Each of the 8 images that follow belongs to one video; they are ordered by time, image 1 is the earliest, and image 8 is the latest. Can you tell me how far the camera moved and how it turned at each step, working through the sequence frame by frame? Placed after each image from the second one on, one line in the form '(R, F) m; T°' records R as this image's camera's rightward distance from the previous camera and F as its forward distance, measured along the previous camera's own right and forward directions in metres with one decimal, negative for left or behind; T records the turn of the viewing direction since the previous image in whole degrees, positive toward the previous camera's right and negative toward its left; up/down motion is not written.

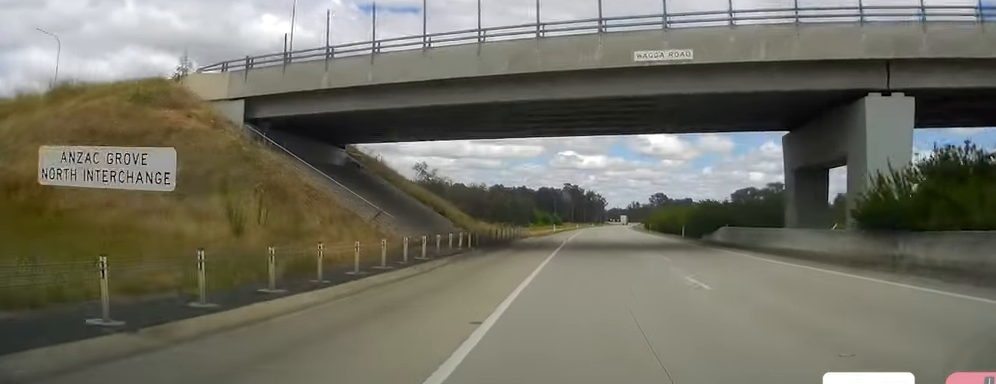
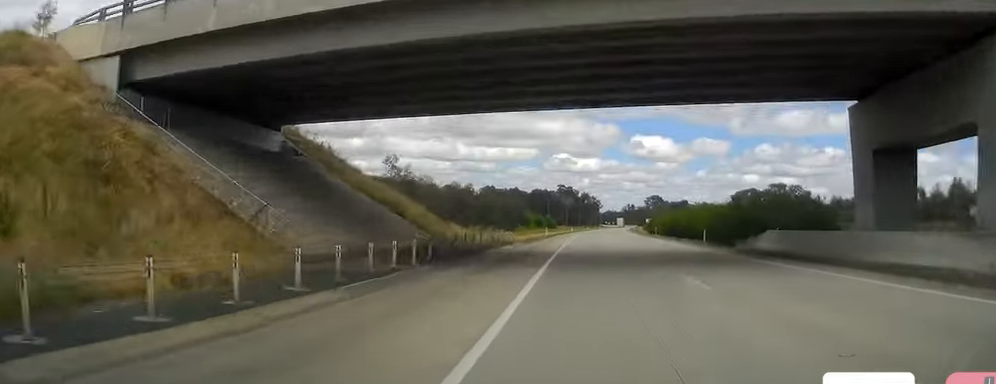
(0.0, +11.5) m; +1°
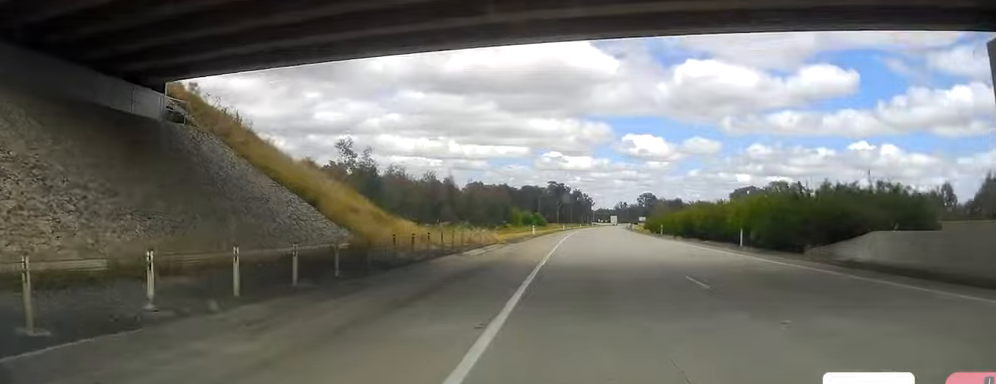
(-0.1, +12.4) m; +1°
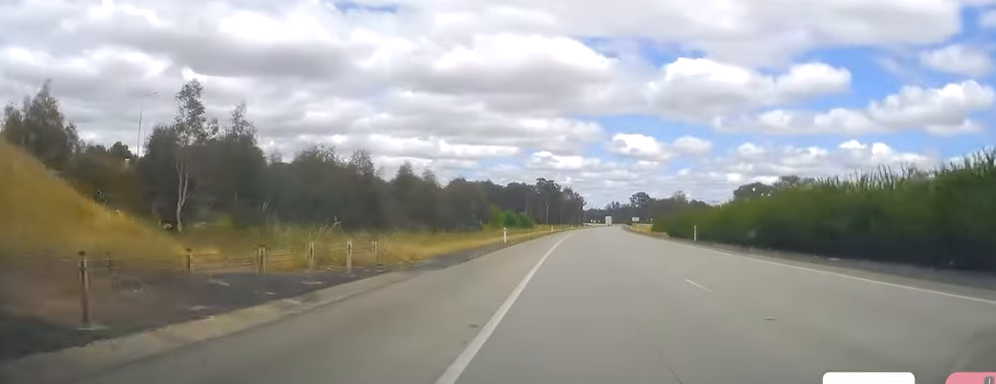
(+0.5, +24.0) m; +1°
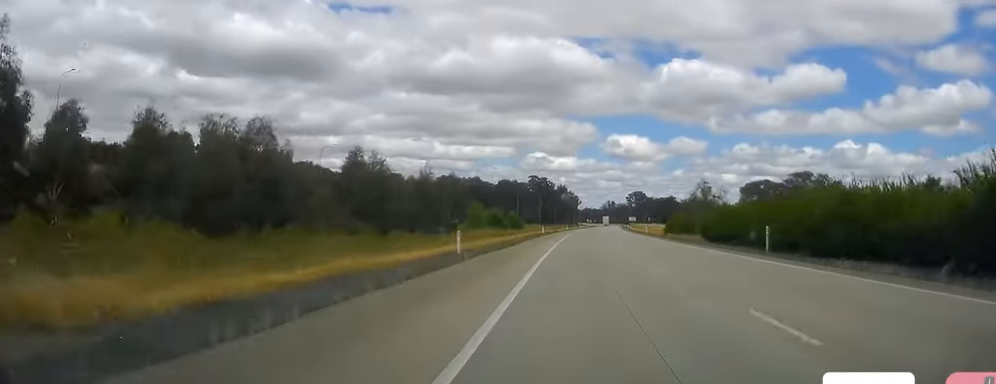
(0.0, +19.1) m; +1°
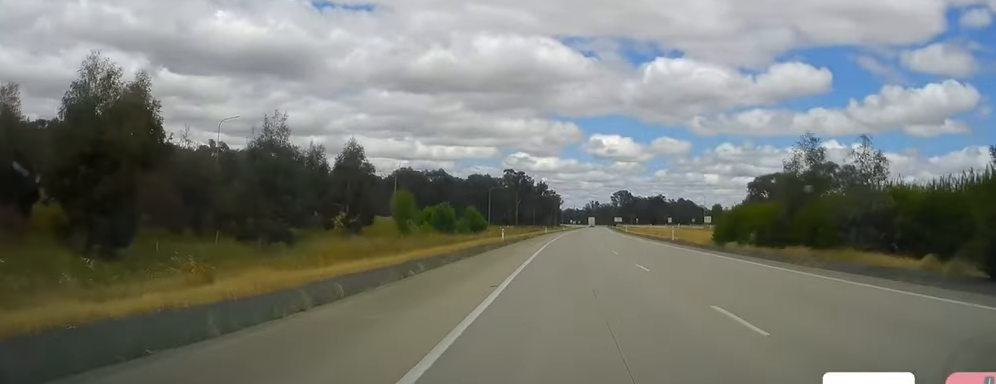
(+0.4, +35.3) m; +2°
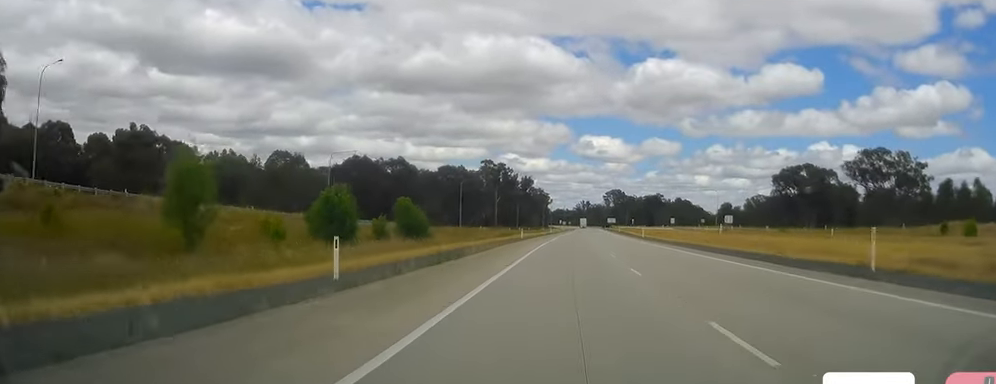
(+0.8, +38.1) m; +1°
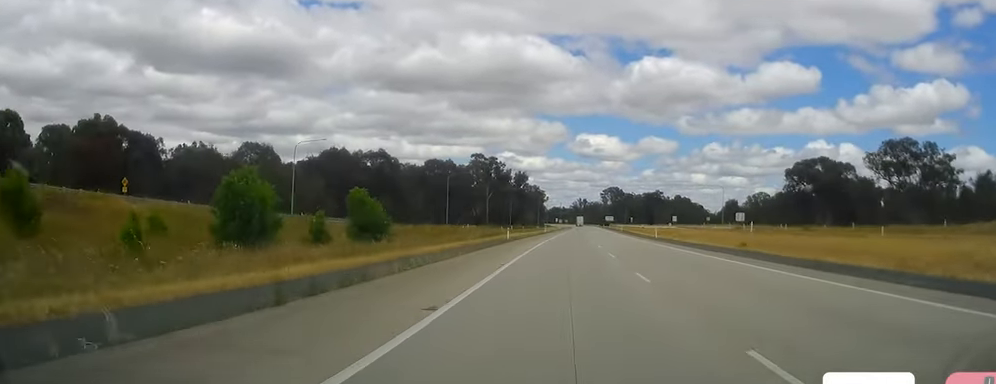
(-0.2, +14.3) m; 0°
